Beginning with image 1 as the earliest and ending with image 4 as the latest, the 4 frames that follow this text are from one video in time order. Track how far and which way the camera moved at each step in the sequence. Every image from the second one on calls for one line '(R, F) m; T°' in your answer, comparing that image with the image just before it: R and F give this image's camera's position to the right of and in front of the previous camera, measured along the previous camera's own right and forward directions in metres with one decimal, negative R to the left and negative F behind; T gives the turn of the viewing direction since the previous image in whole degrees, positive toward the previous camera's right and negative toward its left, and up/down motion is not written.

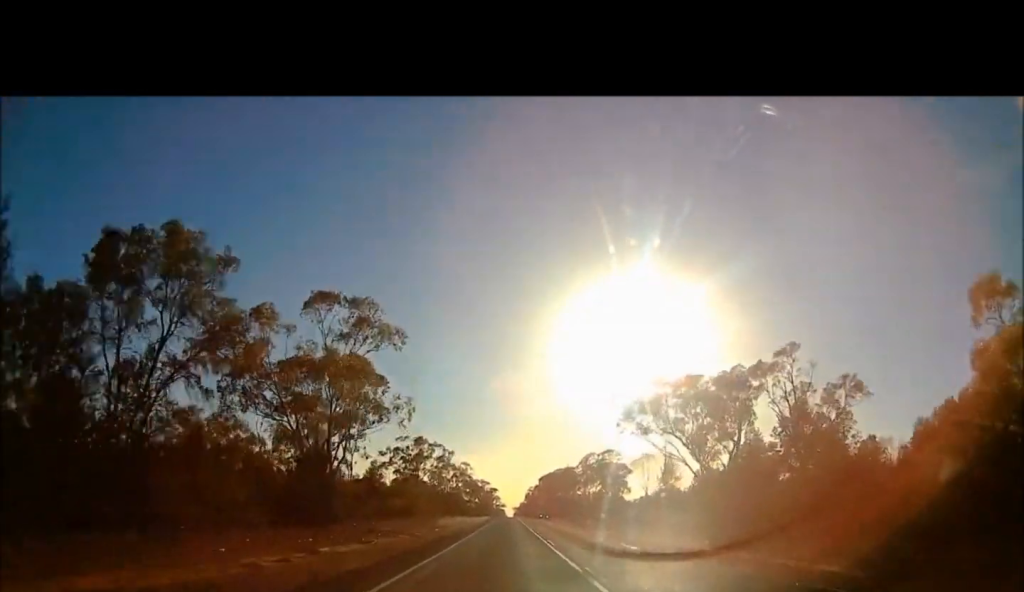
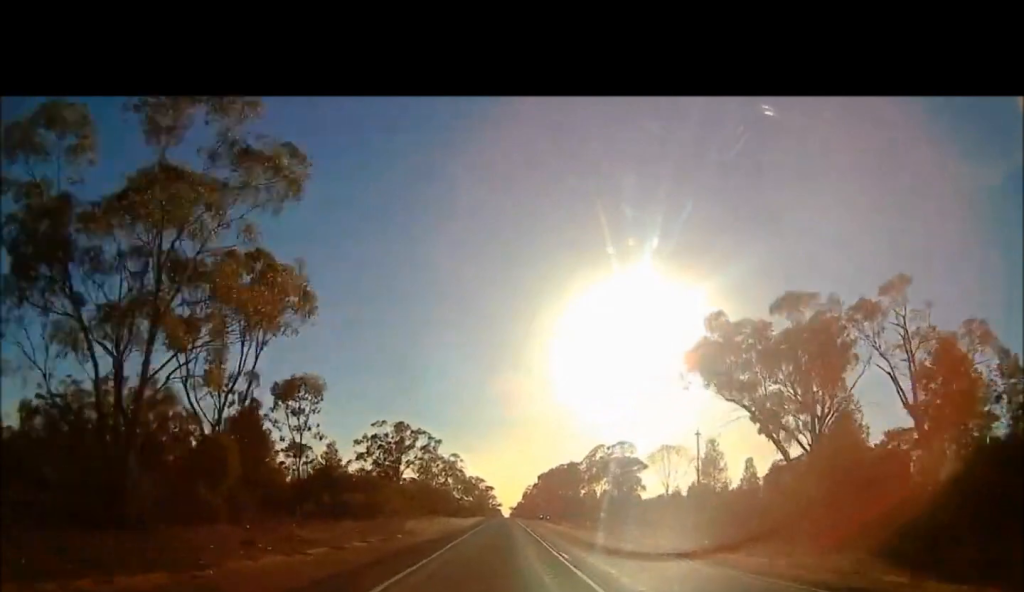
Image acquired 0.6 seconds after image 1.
(-0.1, +18.8) m; +1°
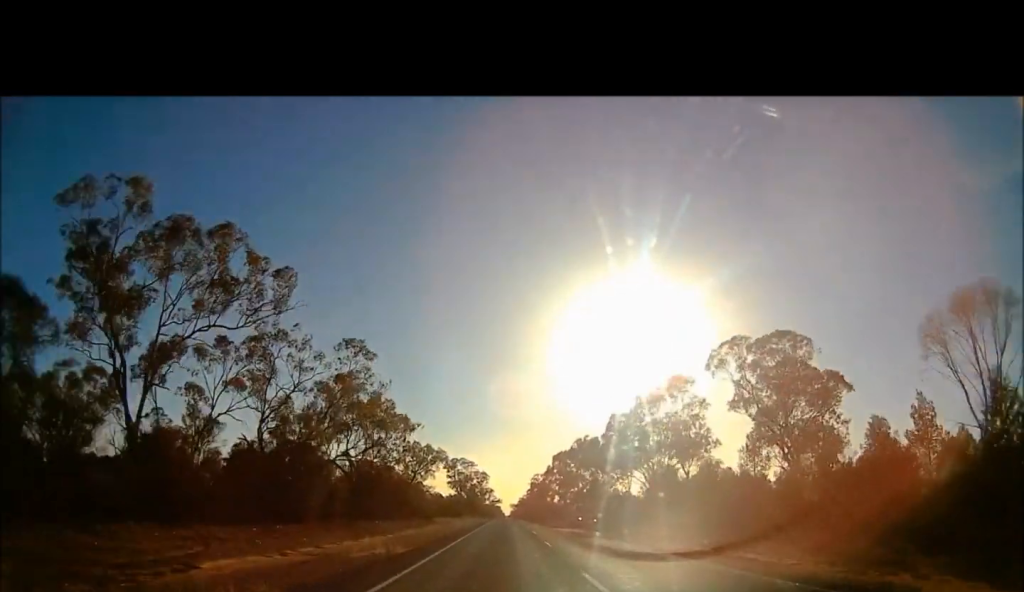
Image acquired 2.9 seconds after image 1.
(+1.5, +76.2) m; 0°
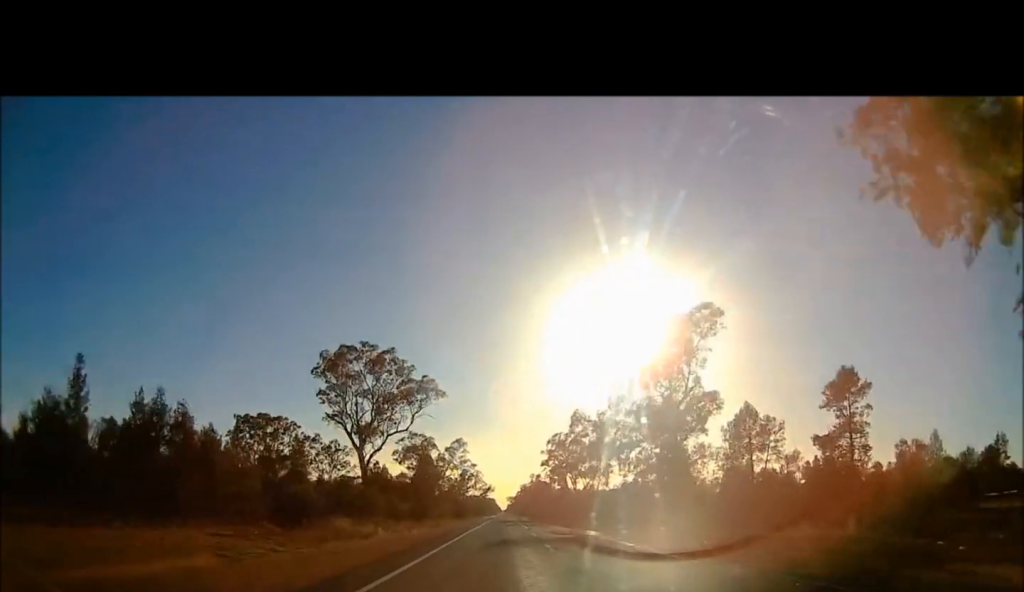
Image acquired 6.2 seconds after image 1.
(+1.4, +110.9) m; -1°
